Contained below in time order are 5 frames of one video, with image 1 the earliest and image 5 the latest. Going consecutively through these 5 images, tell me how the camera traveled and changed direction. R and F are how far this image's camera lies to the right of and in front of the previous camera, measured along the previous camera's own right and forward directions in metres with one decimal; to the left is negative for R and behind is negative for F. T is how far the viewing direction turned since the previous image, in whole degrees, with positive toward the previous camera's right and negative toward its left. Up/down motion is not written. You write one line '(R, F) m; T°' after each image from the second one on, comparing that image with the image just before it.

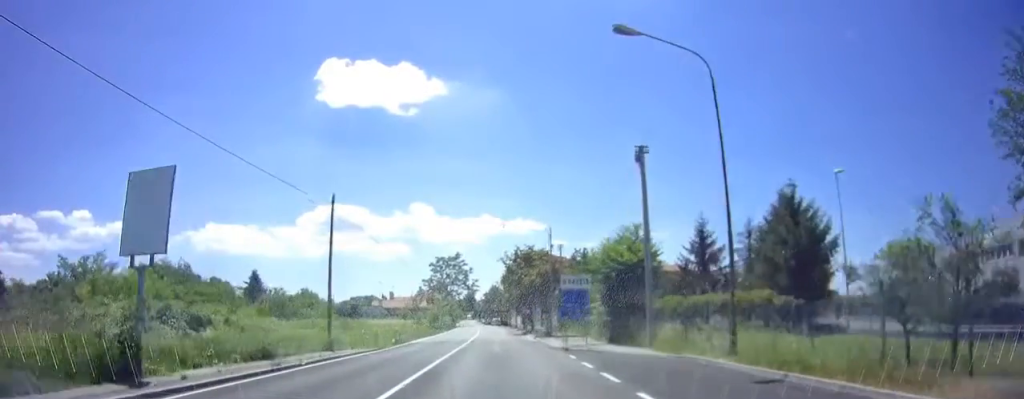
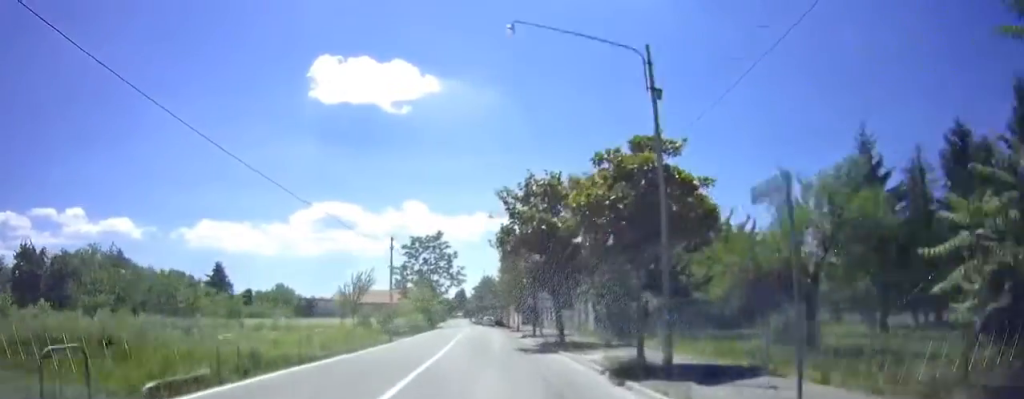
(+0.2, +24.1) m; +1°
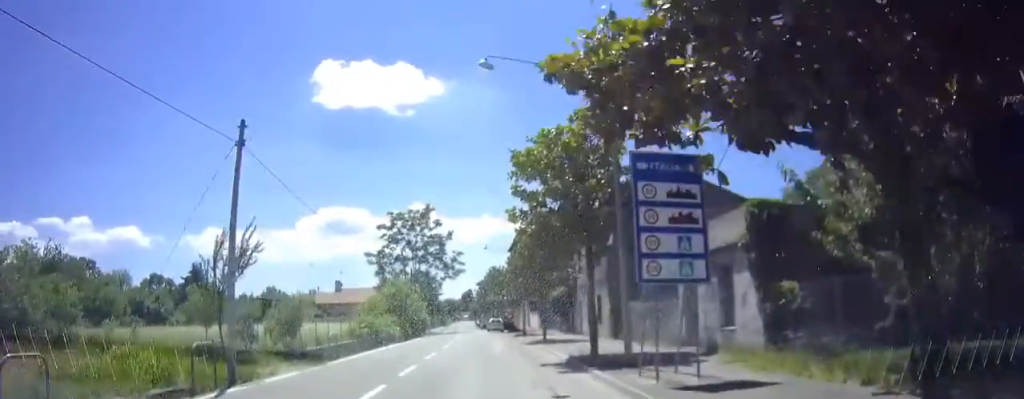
(0.0, +20.4) m; 0°
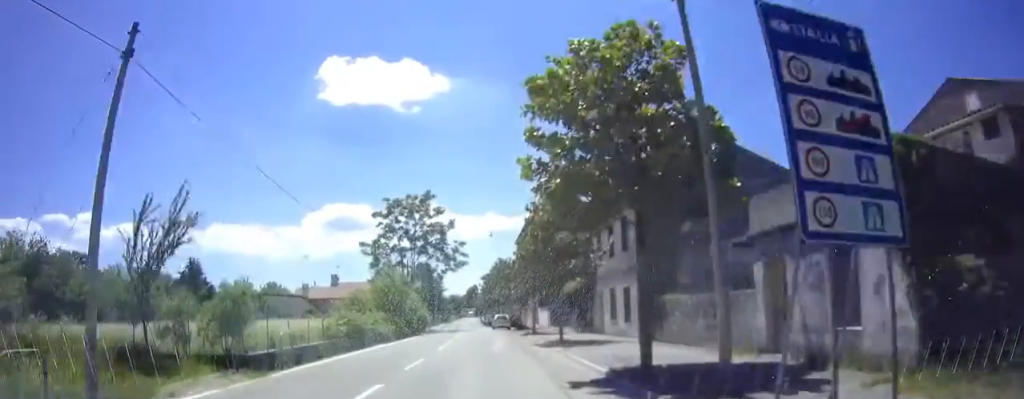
(0.0, +5.1) m; 0°
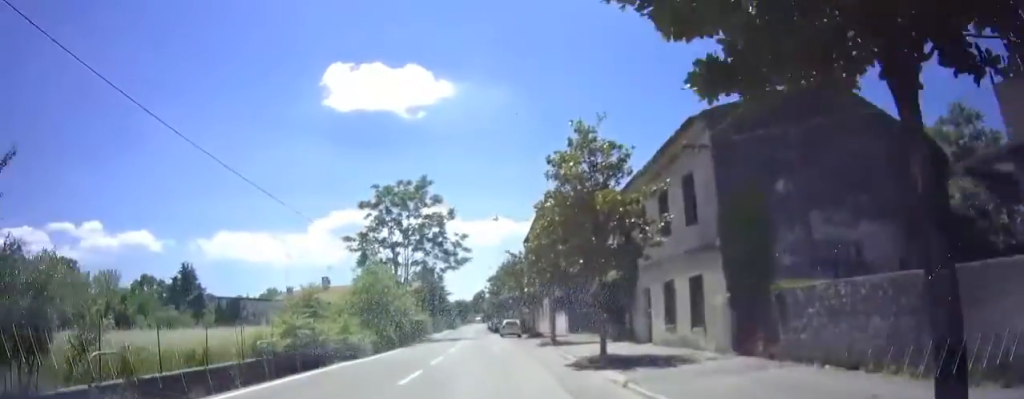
(-0.1, +7.9) m; -1°
